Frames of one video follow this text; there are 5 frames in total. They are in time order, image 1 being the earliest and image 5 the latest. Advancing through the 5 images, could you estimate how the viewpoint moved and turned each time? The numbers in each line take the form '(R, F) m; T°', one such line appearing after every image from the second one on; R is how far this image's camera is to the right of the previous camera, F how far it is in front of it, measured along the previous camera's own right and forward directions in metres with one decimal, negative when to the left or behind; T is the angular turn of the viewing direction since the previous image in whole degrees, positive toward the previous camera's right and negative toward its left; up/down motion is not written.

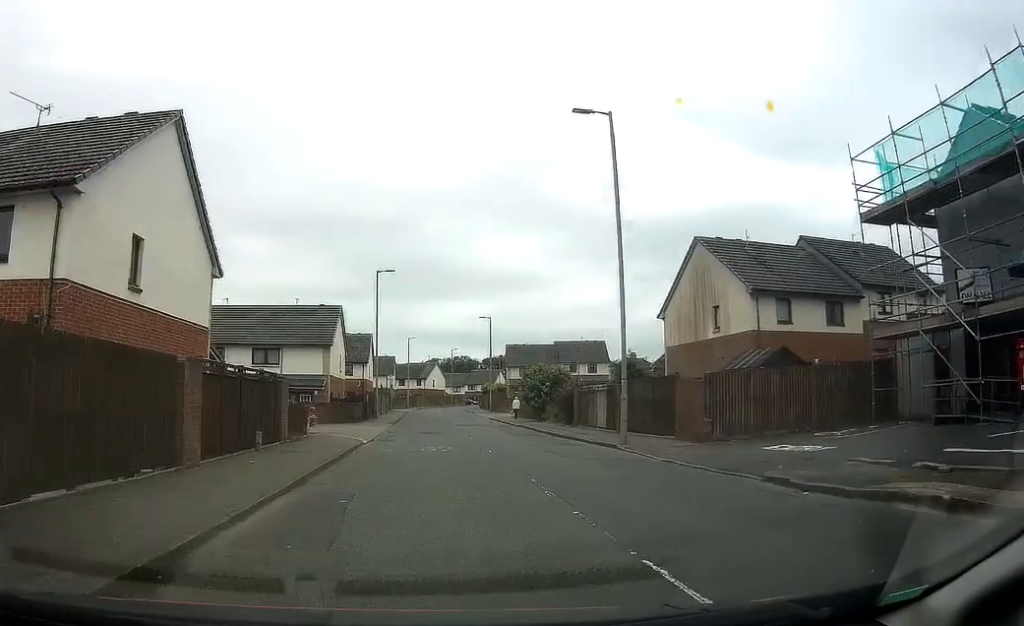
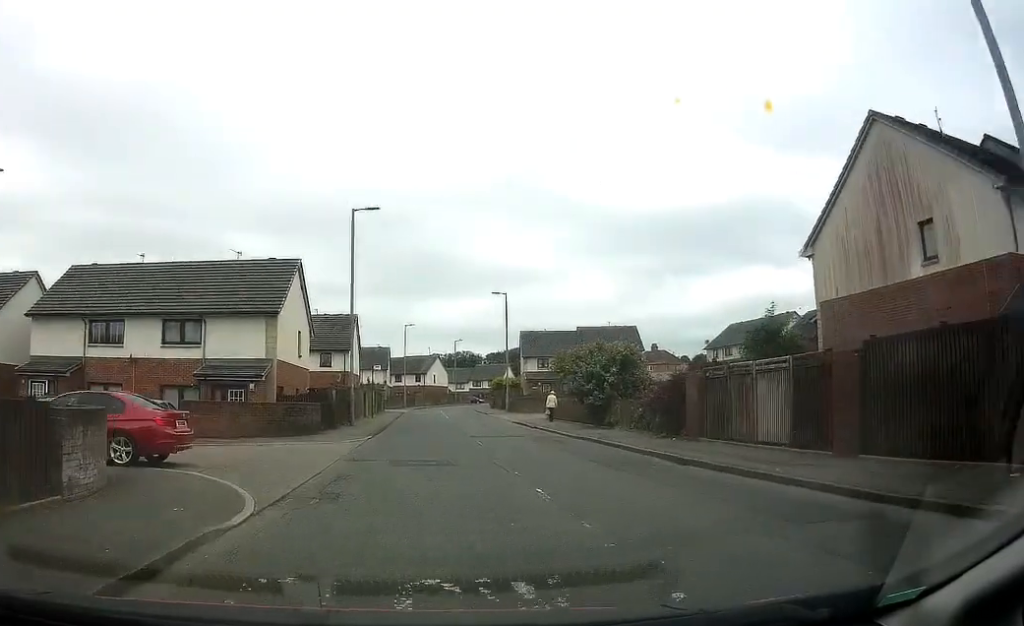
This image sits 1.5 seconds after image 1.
(+0.1, +15.2) m; +1°
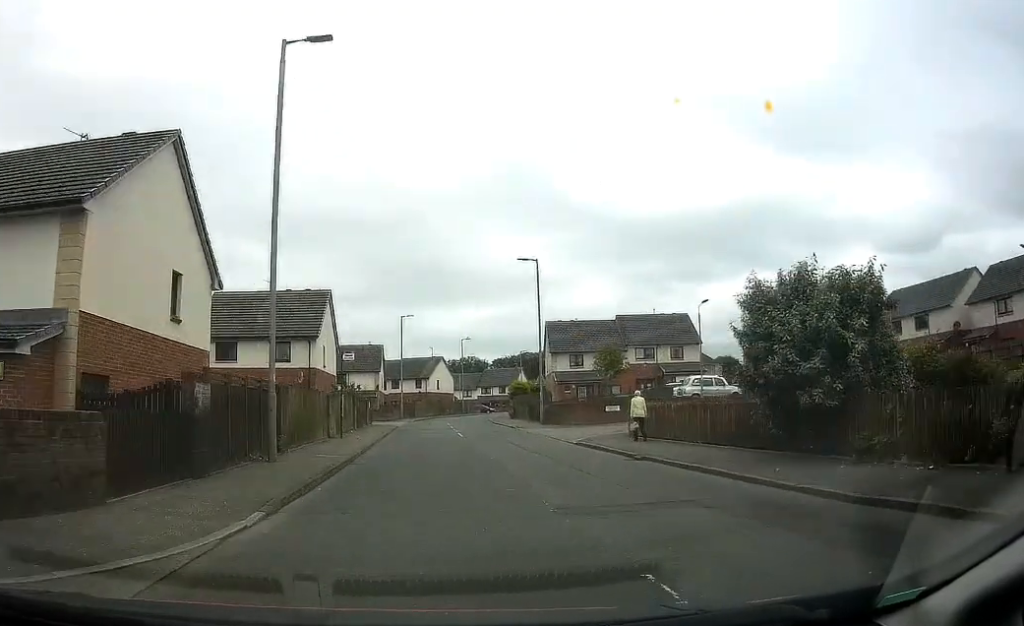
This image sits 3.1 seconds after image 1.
(0.0, +17.2) m; 0°
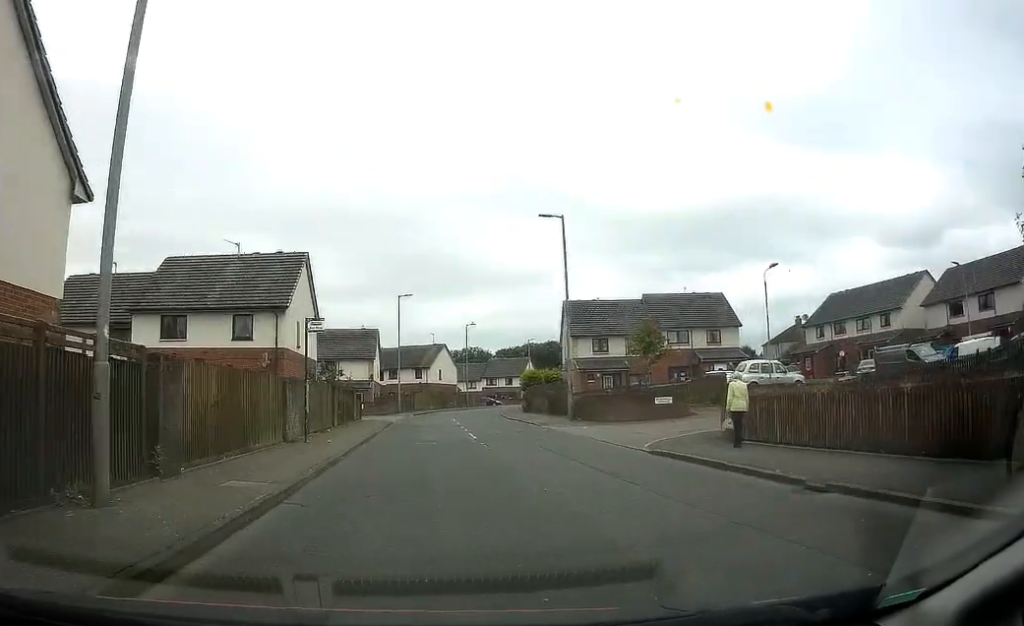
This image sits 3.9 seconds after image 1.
(0.0, +8.6) m; 0°
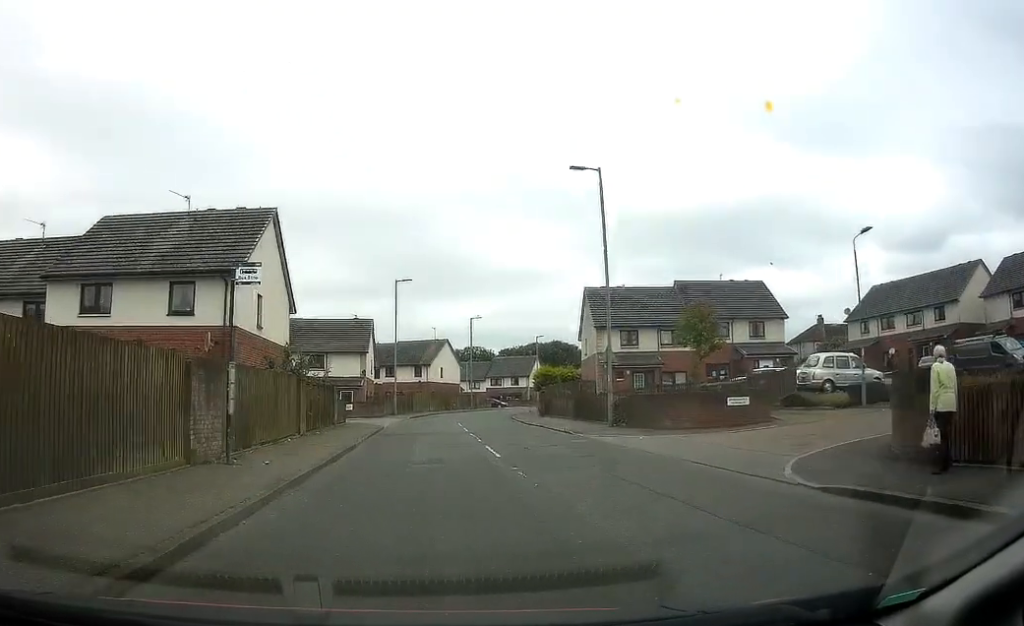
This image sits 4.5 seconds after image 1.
(0.0, +7.4) m; 0°
